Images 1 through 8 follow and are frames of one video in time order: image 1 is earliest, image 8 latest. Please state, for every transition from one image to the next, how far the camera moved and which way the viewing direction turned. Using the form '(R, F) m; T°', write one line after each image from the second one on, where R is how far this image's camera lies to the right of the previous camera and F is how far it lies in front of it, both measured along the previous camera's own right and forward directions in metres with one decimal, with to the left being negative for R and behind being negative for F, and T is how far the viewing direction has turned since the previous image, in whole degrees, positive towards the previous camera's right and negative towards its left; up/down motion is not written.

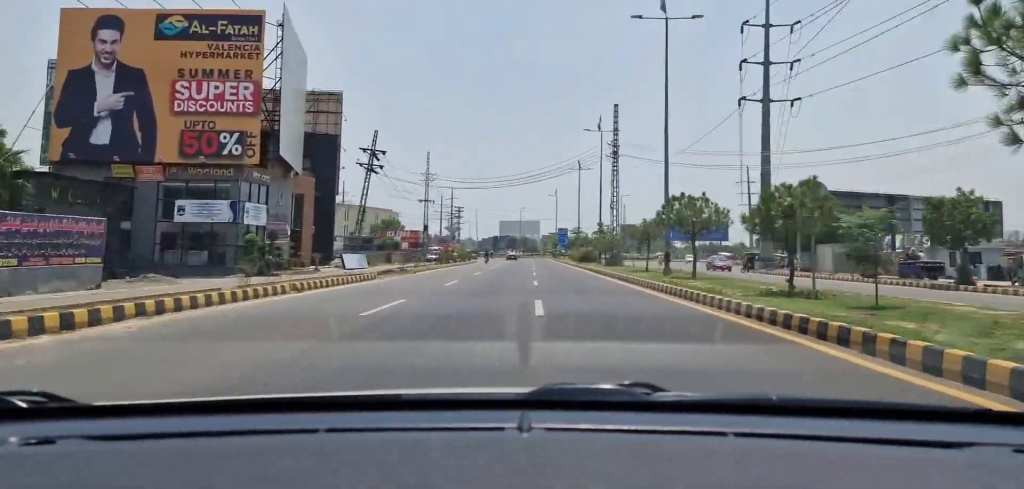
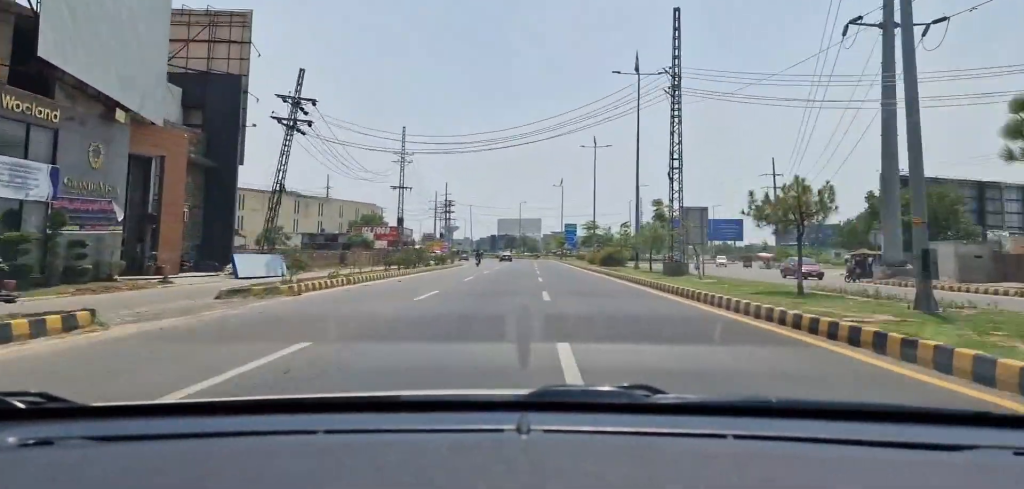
(0.0, +19.7) m; 0°
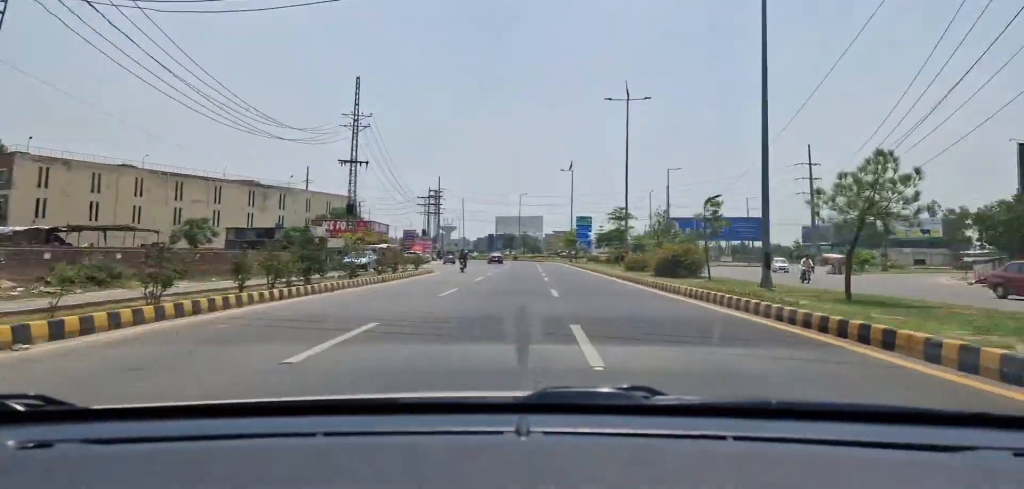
(+0.1, +22.0) m; 0°
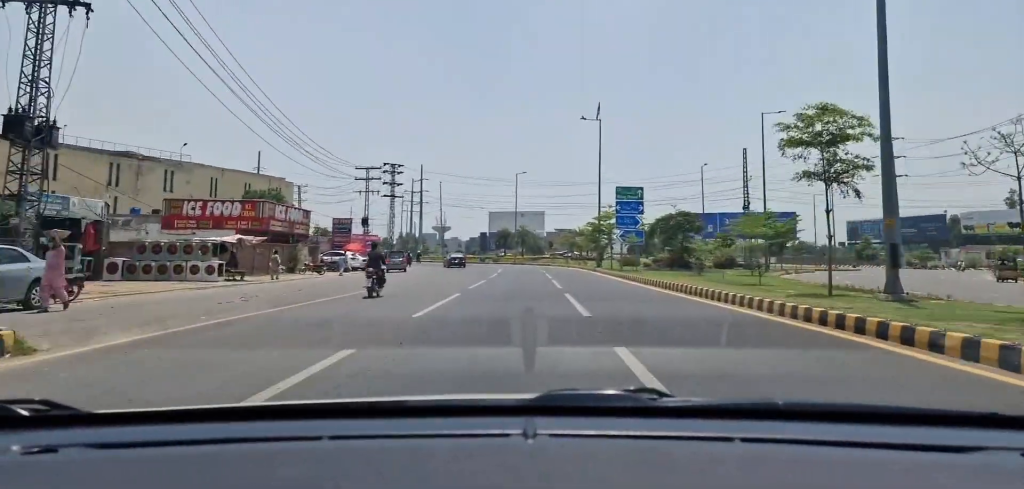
(-0.3, +34.7) m; 0°
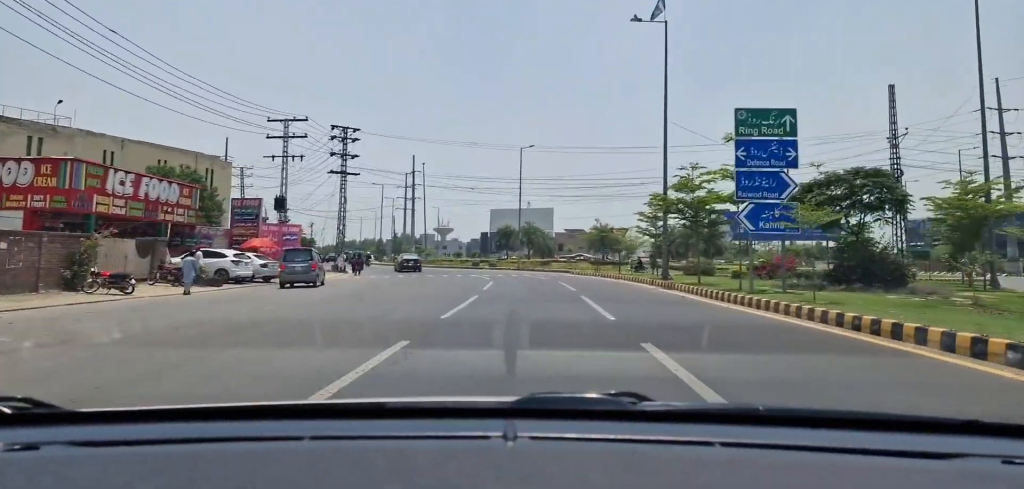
(+0.1, +22.5) m; -1°
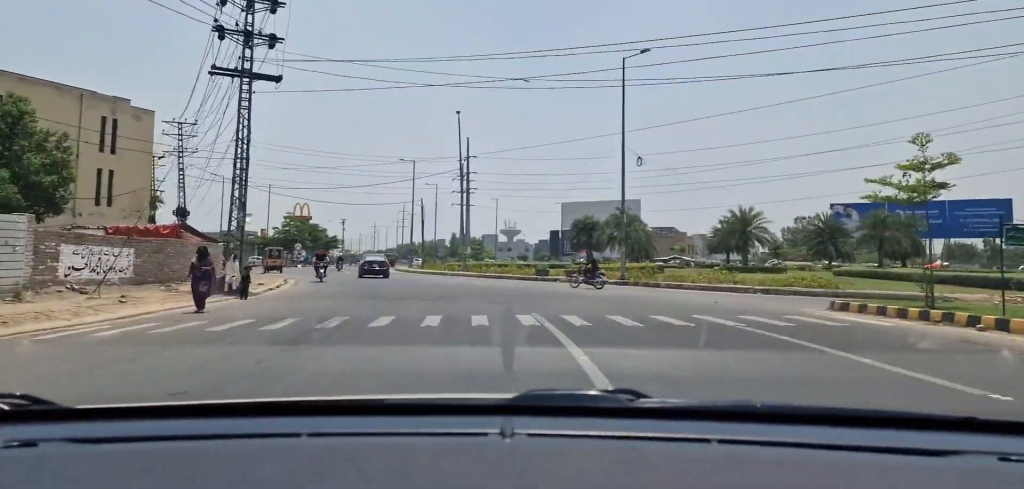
(-1.7, +28.3) m; -8°
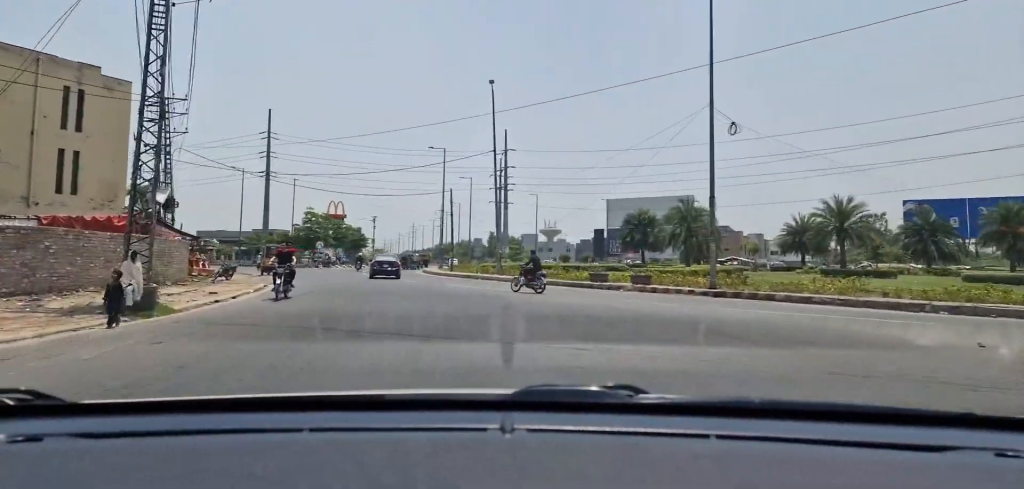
(-0.2, +8.4) m; -4°
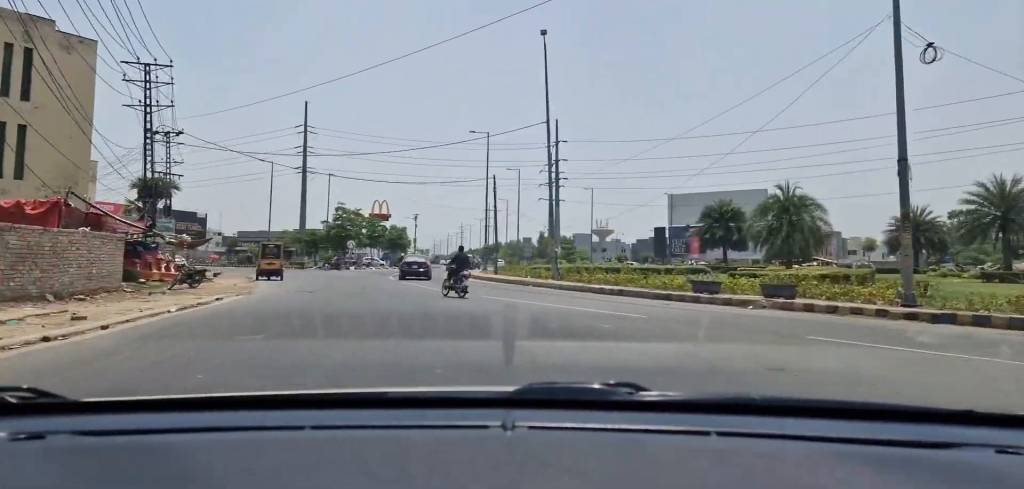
(-0.4, +8.5) m; -5°
